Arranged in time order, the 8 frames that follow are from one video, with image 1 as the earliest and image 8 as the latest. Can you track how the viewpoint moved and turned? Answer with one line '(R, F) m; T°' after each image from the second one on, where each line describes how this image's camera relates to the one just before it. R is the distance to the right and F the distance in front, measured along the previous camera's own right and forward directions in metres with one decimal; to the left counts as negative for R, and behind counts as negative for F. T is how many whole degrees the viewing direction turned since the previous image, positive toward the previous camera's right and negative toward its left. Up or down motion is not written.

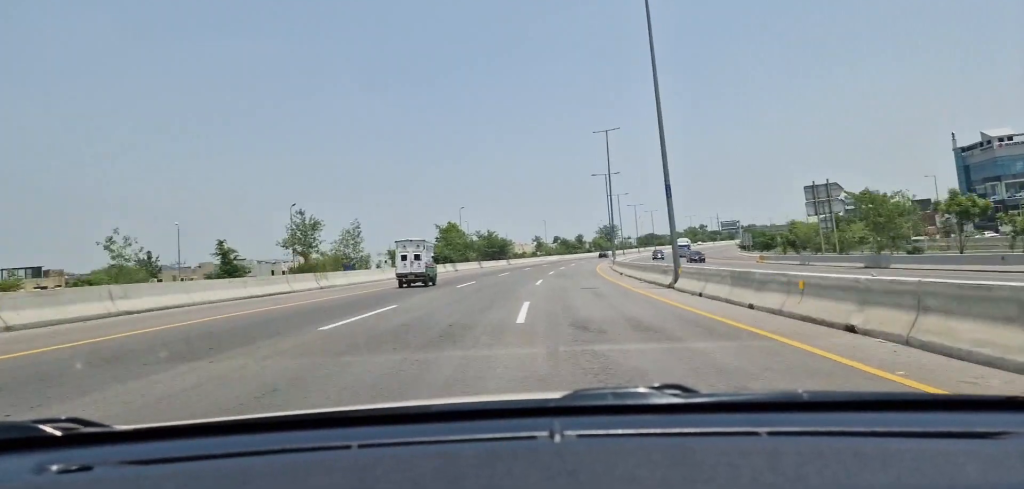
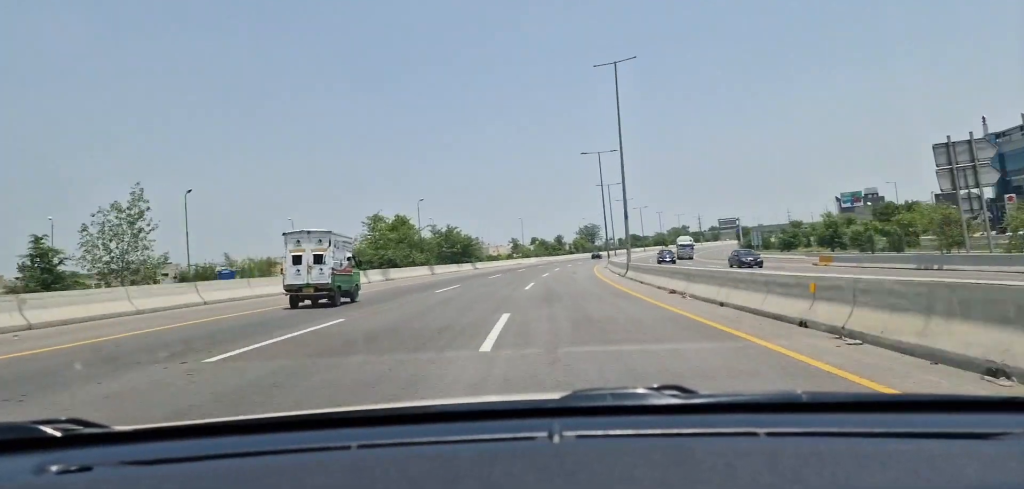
(+0.6, +20.9) m; +2°
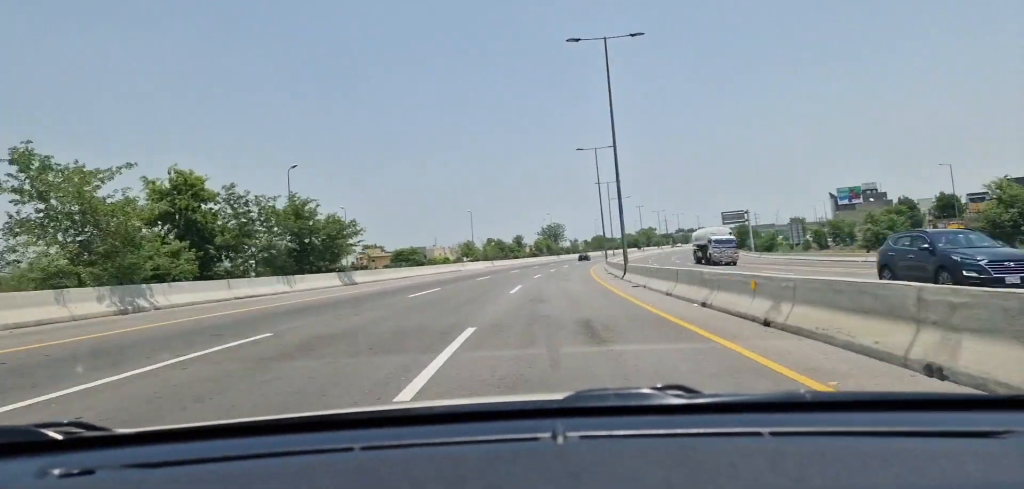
(+1.3, +38.2) m; +4°
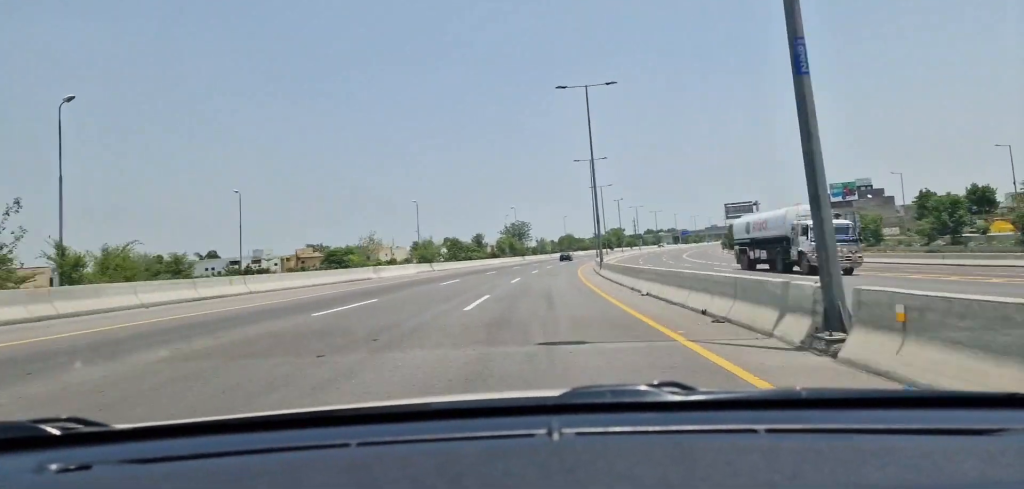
(+0.6, +26.8) m; +2°
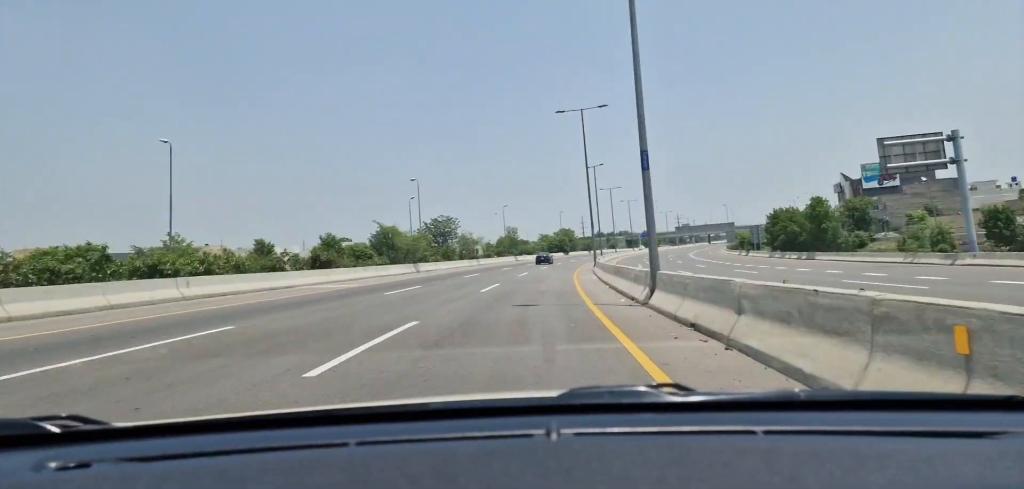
(+2.6, +62.7) m; +4°
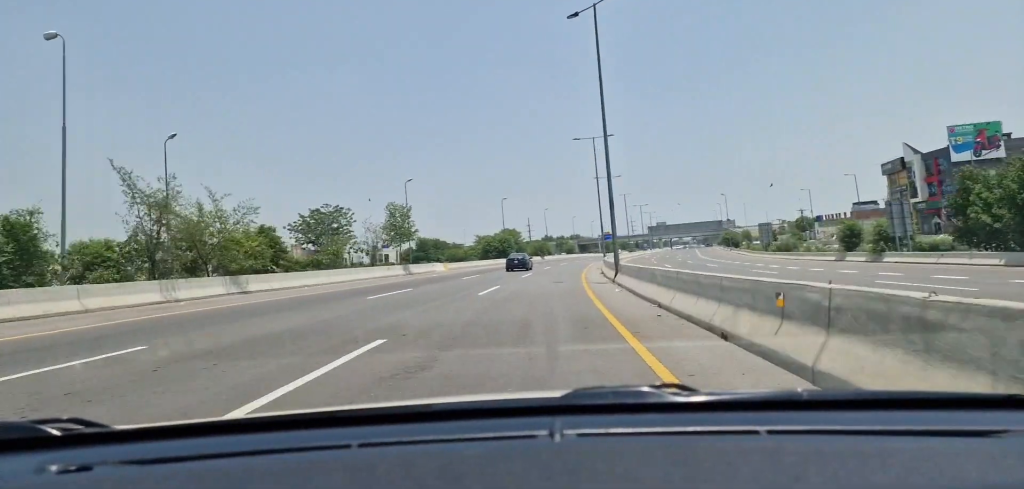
(+2.0, +58.1) m; +5°
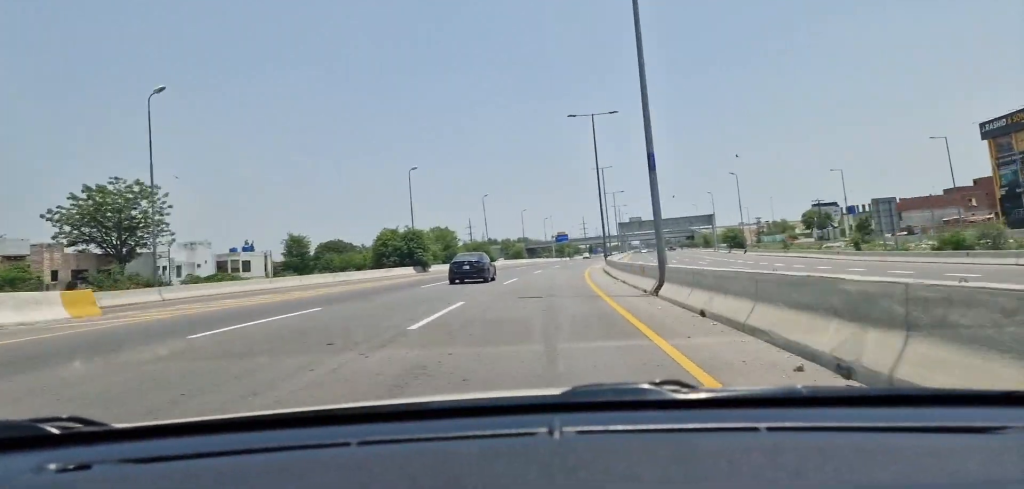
(+2.4, +47.0) m; +5°
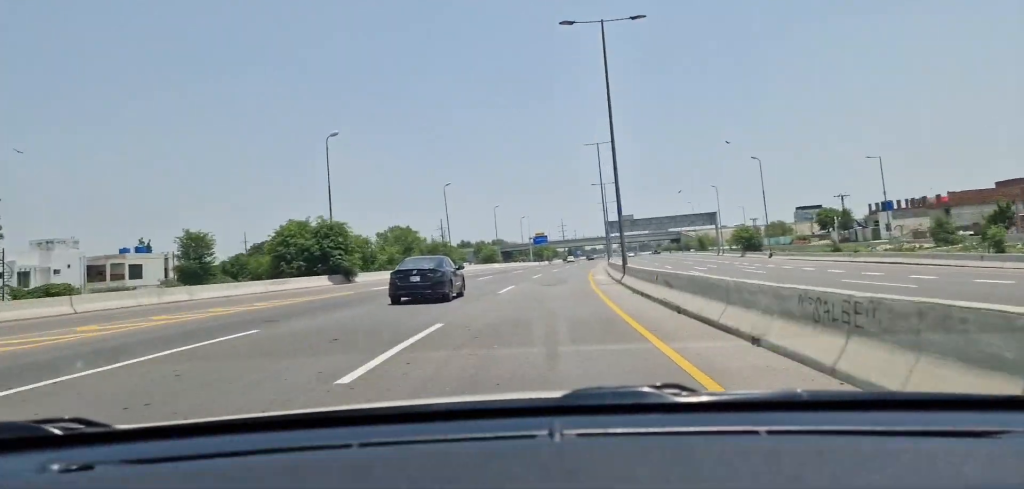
(+0.4, +20.6) m; +2°
